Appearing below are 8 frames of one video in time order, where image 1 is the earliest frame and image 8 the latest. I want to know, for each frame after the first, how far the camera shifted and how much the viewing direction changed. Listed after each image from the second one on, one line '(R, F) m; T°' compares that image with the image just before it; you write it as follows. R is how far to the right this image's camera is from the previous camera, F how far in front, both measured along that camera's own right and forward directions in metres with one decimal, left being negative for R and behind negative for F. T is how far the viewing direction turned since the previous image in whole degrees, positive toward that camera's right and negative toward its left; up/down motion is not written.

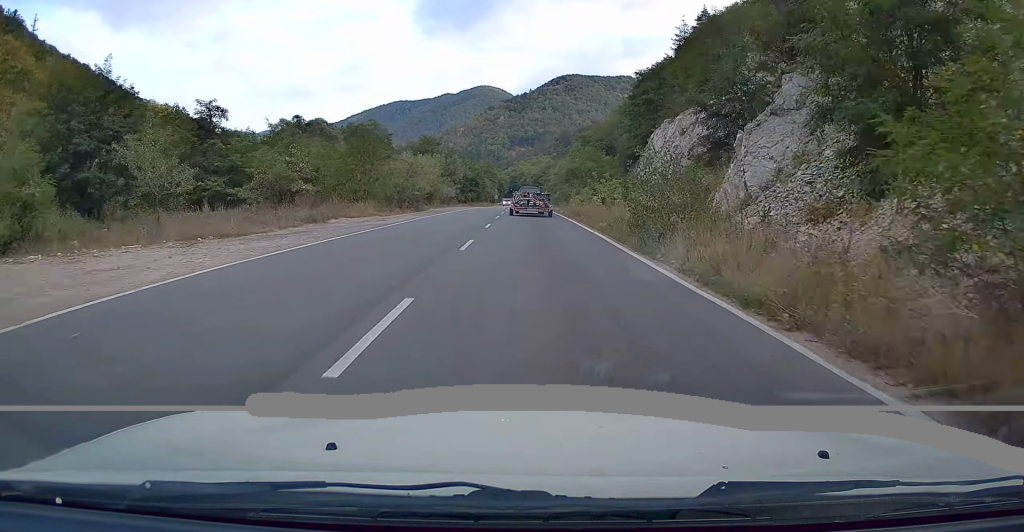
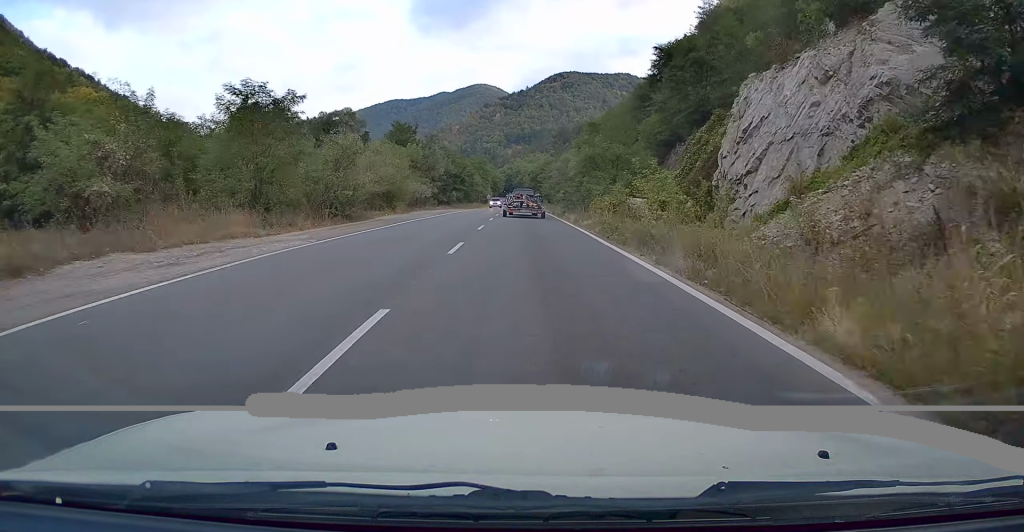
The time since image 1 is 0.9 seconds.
(+0.1, +18.8) m; 0°
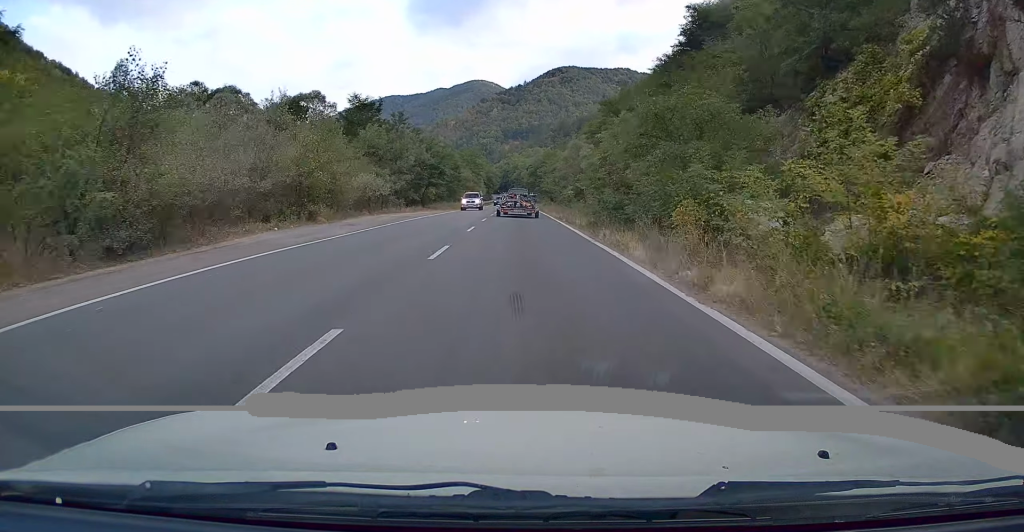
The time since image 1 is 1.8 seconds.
(-0.2, +18.9) m; 0°
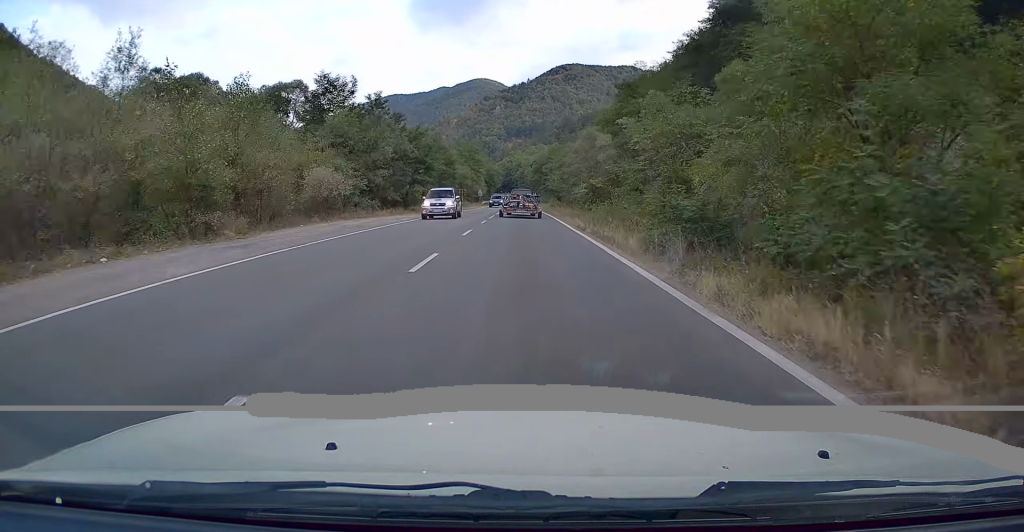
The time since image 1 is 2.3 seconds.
(+0.1, +10.6) m; 0°
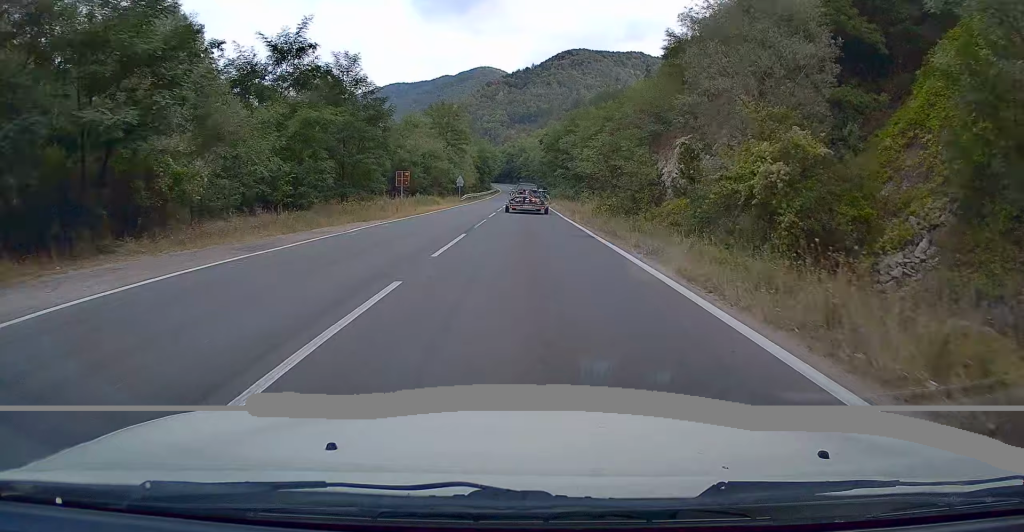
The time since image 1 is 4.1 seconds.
(-0.2, +39.3) m; -1°
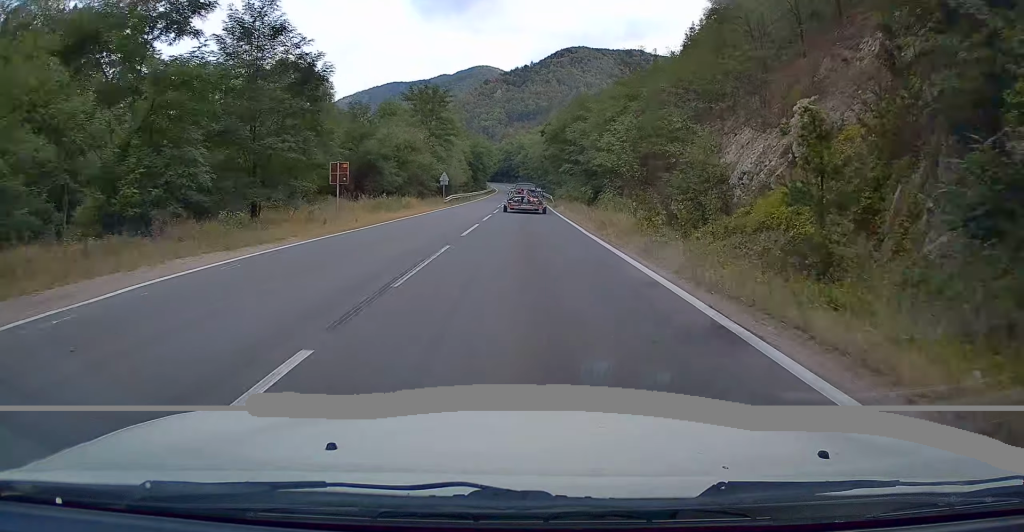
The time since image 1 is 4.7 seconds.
(+0.1, +12.4) m; 0°
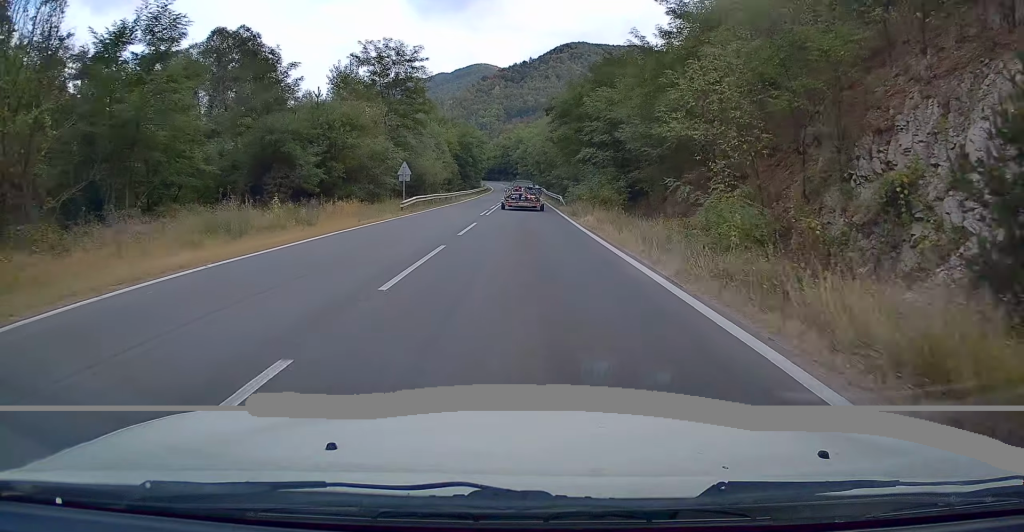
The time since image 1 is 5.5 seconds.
(-0.1, +18.3) m; 0°
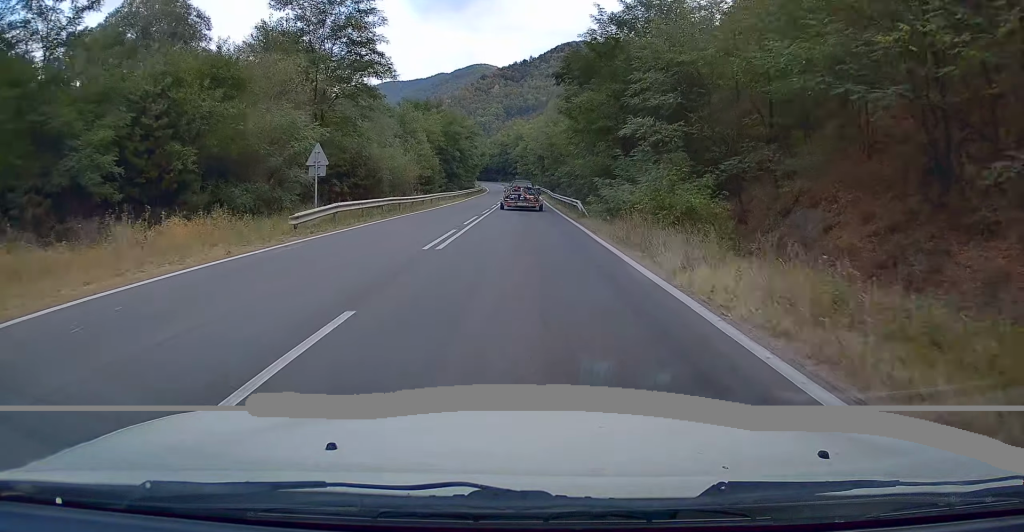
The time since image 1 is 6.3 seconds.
(0.0, +16.3) m; 0°
